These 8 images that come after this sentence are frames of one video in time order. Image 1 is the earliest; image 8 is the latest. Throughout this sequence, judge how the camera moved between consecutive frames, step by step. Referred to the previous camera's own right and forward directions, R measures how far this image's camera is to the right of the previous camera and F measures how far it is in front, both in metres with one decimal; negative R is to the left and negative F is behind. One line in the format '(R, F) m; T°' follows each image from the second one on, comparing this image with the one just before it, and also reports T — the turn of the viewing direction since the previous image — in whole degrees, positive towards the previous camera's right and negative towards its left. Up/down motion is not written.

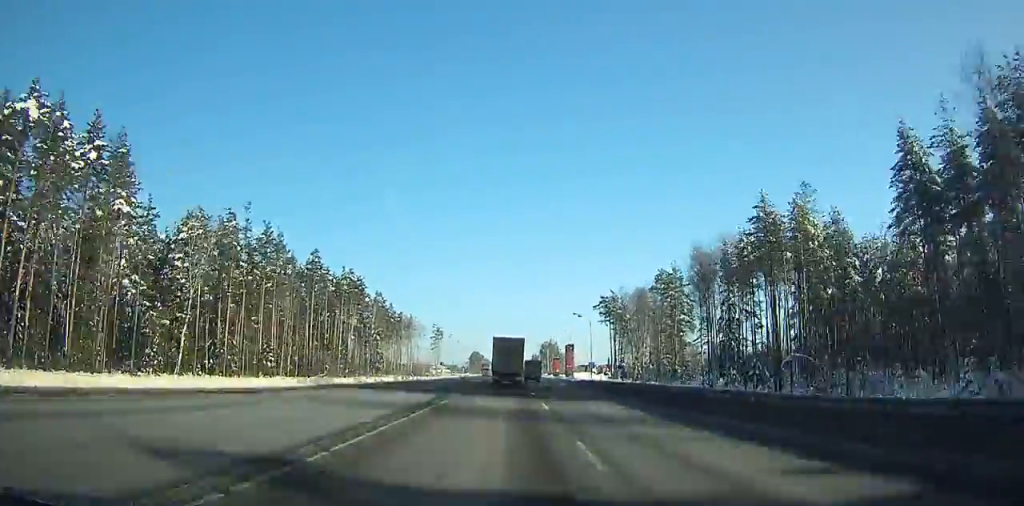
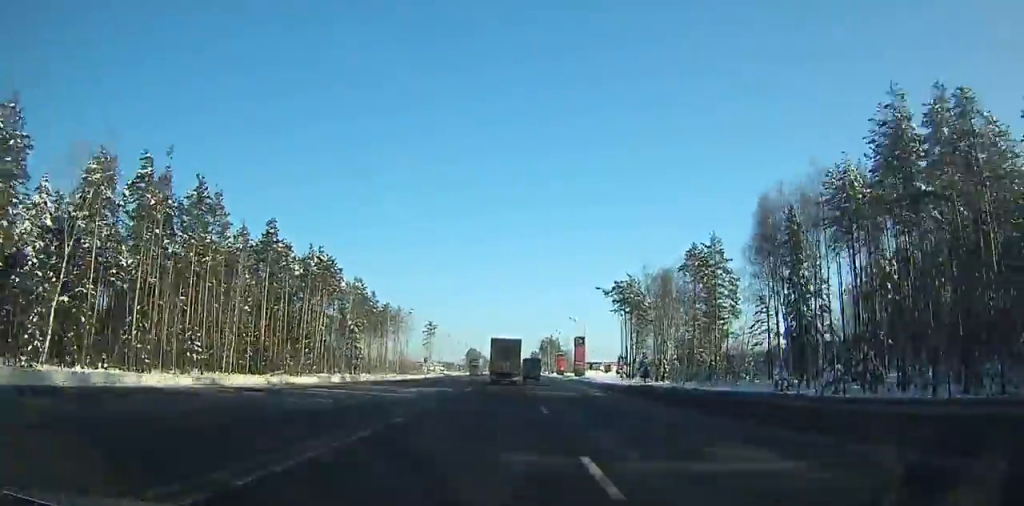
(0.0, +26.0) m; 0°
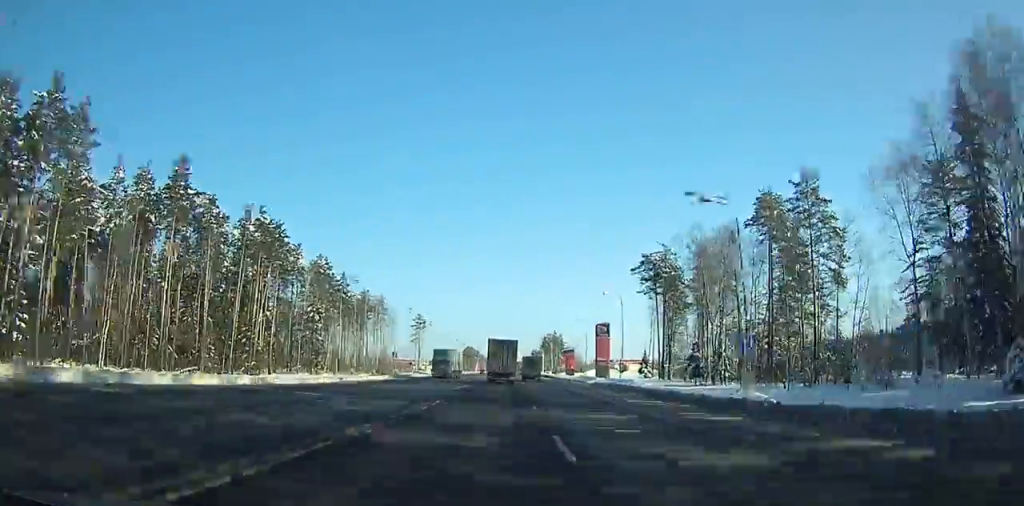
(0.0, +35.7) m; 0°
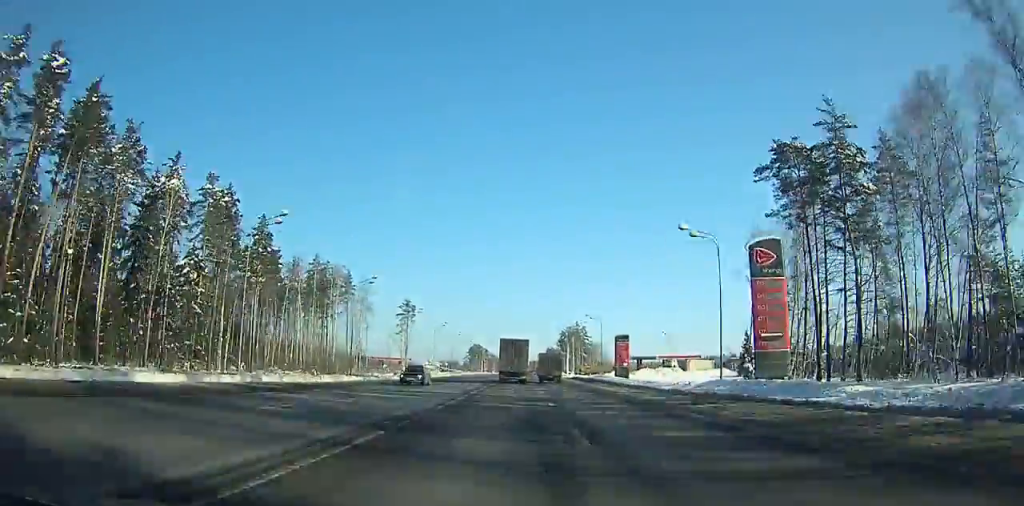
(0.0, +59.0) m; 0°
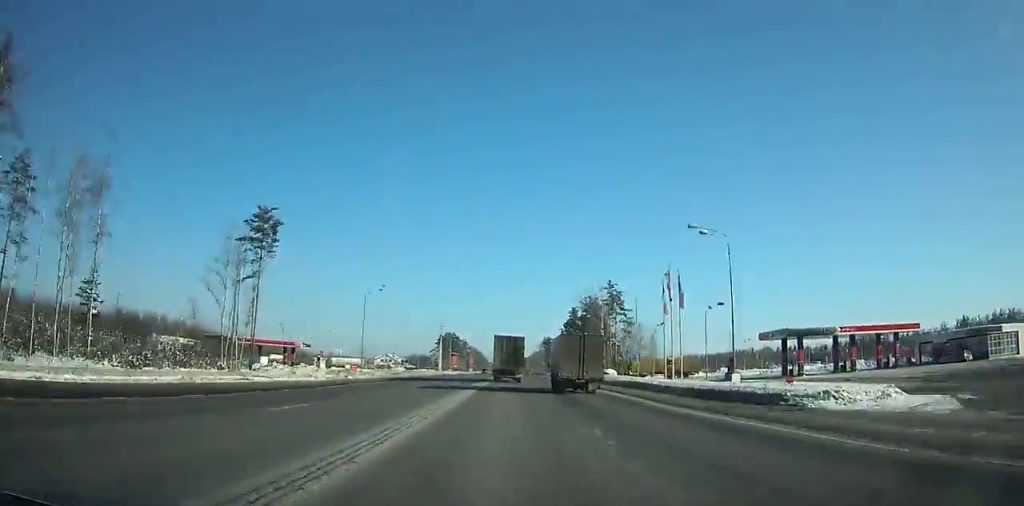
(0.0, +122.0) m; 0°
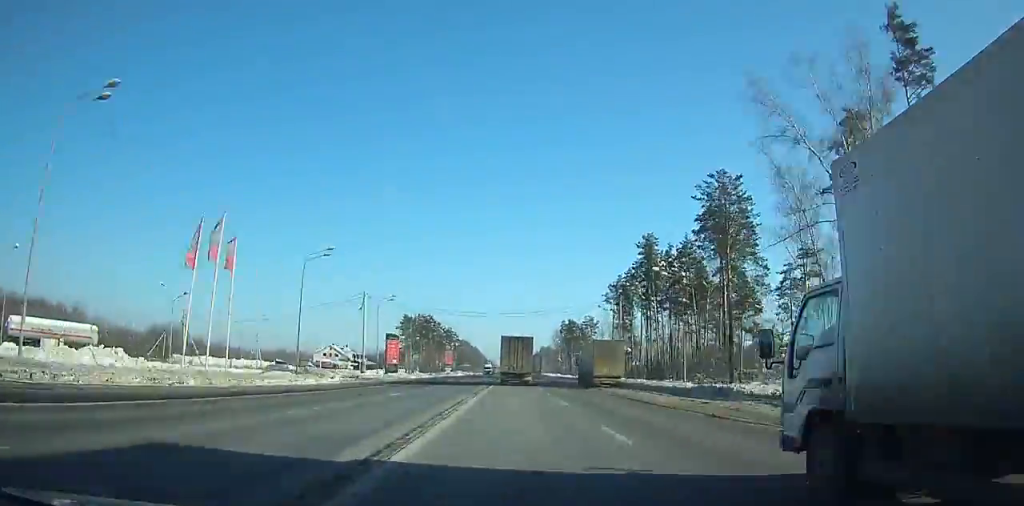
(+0.4, +120.4) m; +1°
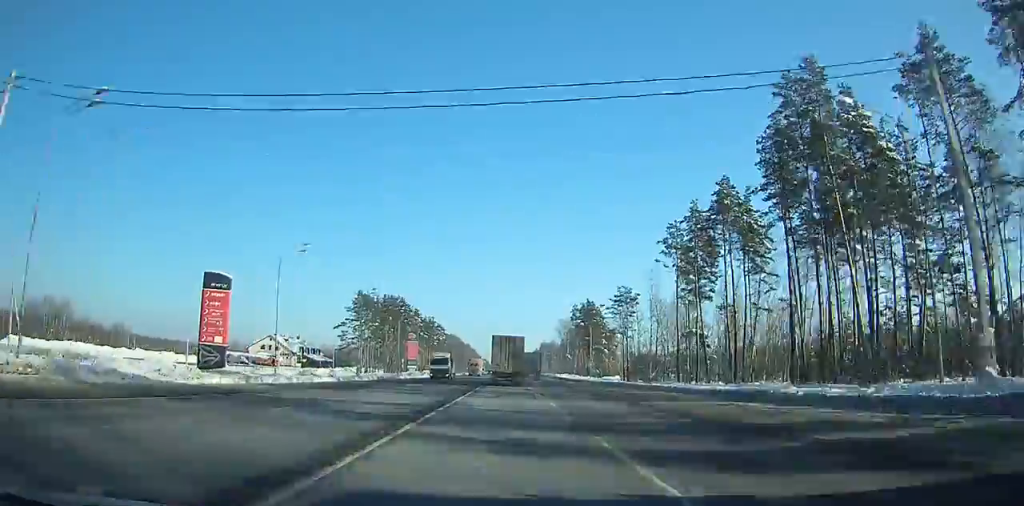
(+0.2, +62.3) m; 0°
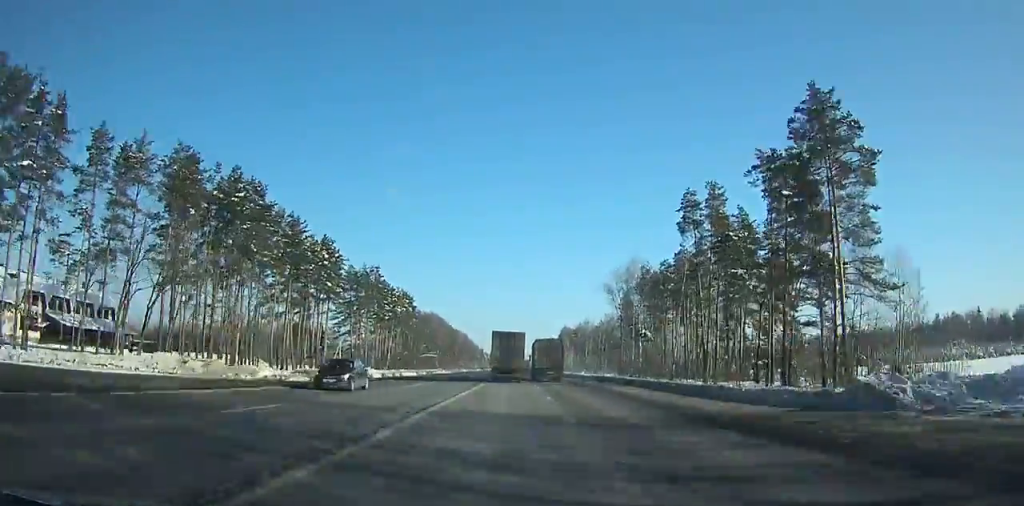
(-0.5, +118.9) m; -1°
